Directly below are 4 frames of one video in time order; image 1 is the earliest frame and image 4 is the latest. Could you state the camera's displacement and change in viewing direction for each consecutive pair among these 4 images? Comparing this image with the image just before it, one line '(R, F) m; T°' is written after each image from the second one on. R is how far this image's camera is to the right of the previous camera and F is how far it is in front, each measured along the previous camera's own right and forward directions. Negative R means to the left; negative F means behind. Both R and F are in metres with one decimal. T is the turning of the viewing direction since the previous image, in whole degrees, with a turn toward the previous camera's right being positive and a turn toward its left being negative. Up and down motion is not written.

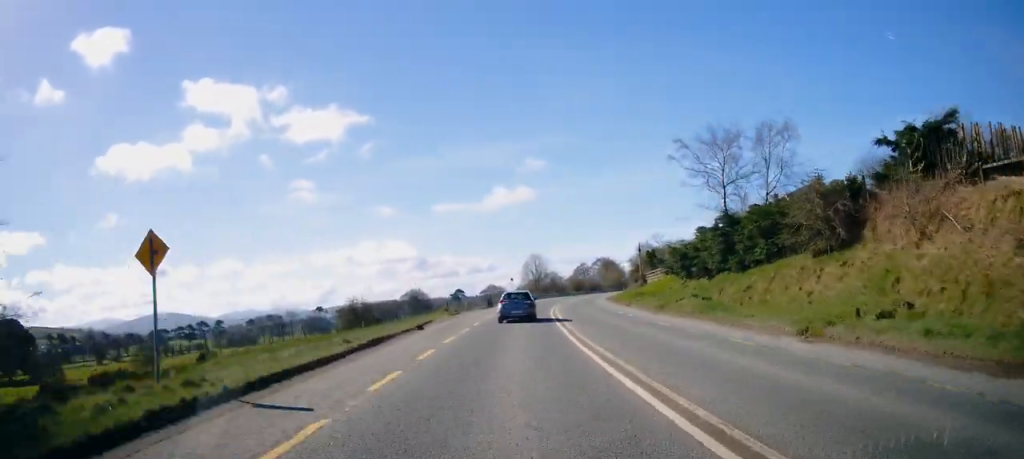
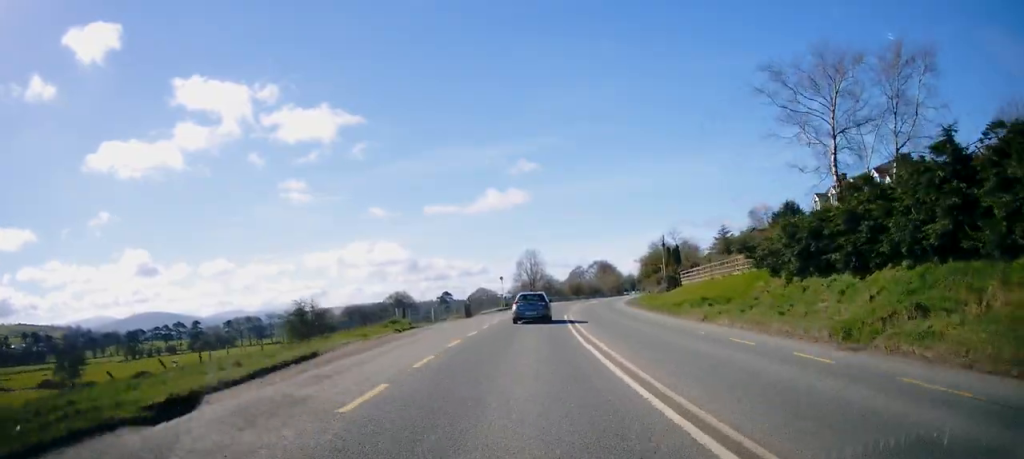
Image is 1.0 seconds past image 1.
(+0.1, +19.7) m; +2°
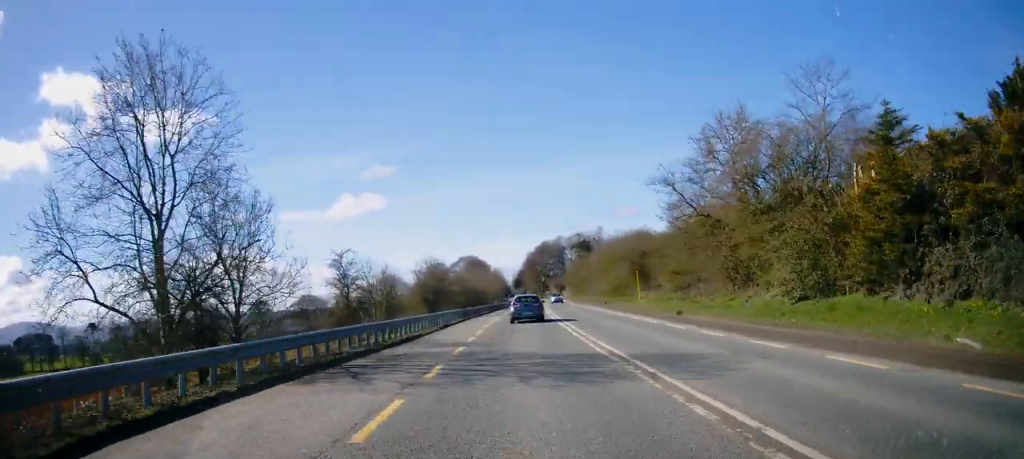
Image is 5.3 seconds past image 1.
(+9.3, +83.3) m; +12°
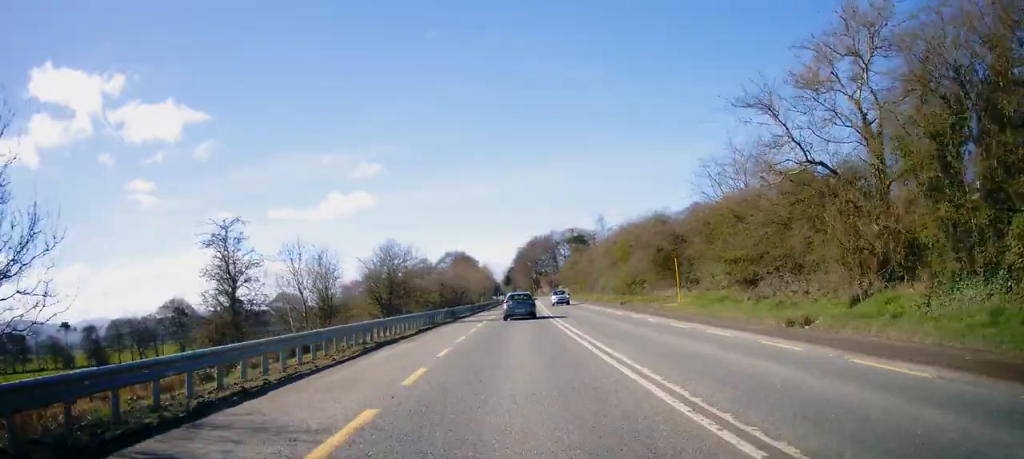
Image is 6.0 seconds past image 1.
(+0.2, +13.8) m; +1°
